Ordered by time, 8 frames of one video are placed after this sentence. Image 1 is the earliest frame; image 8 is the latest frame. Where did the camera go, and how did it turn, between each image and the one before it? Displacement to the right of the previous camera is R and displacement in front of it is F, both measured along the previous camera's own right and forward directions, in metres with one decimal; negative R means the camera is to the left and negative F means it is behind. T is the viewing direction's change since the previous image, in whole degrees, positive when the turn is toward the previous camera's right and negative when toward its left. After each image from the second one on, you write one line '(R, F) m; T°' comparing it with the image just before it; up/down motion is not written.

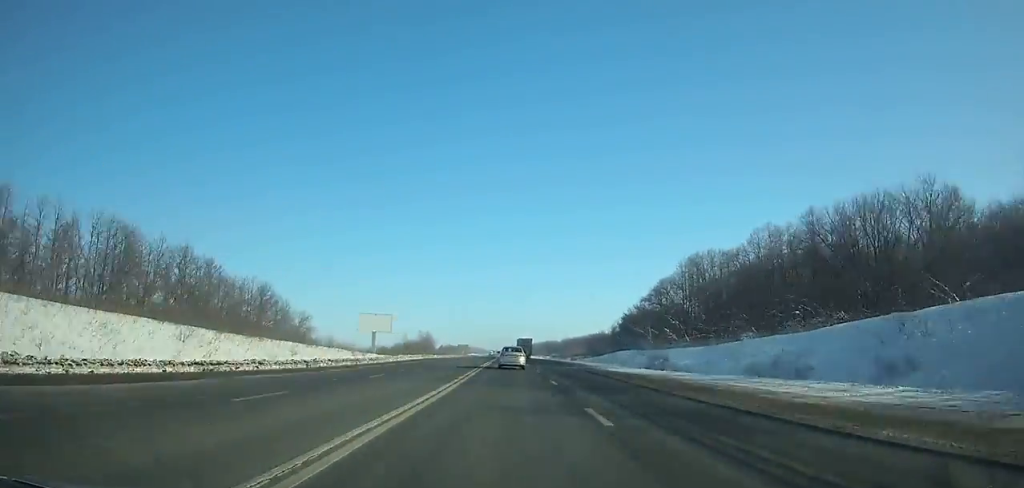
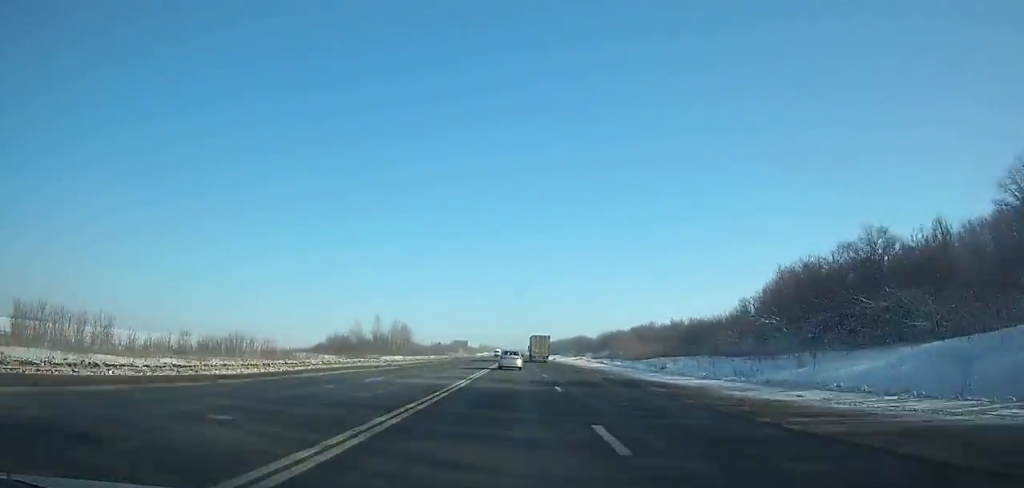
(-1.1, +100.2) m; -1°
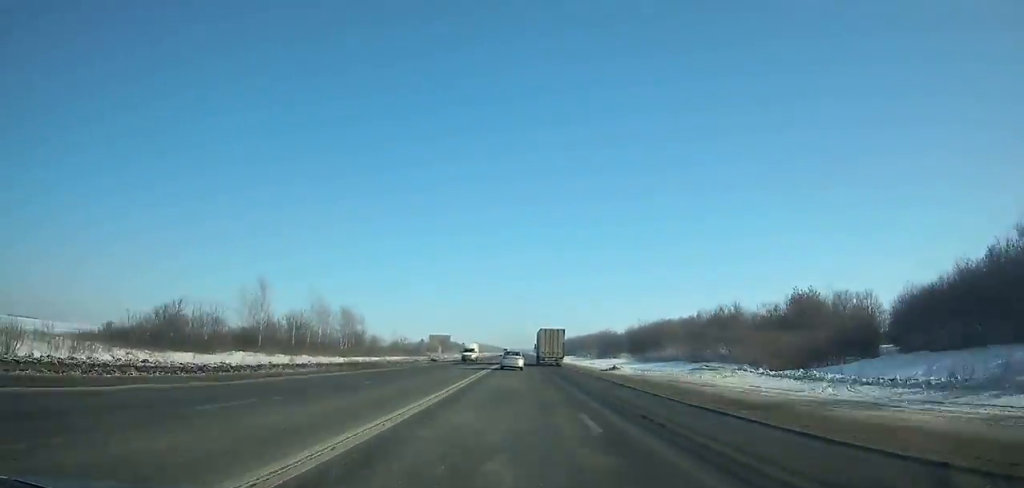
(-0.3, +69.1) m; 0°
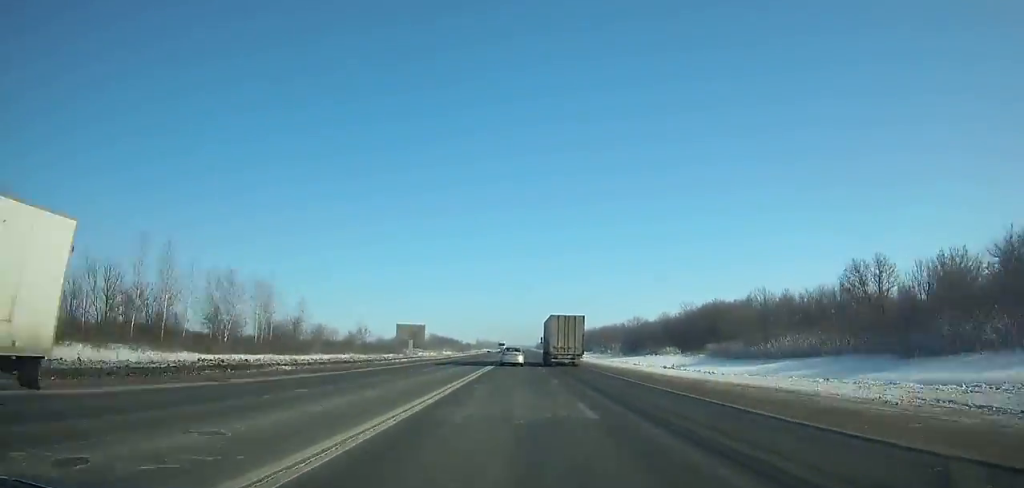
(0.0, +47.5) m; 0°
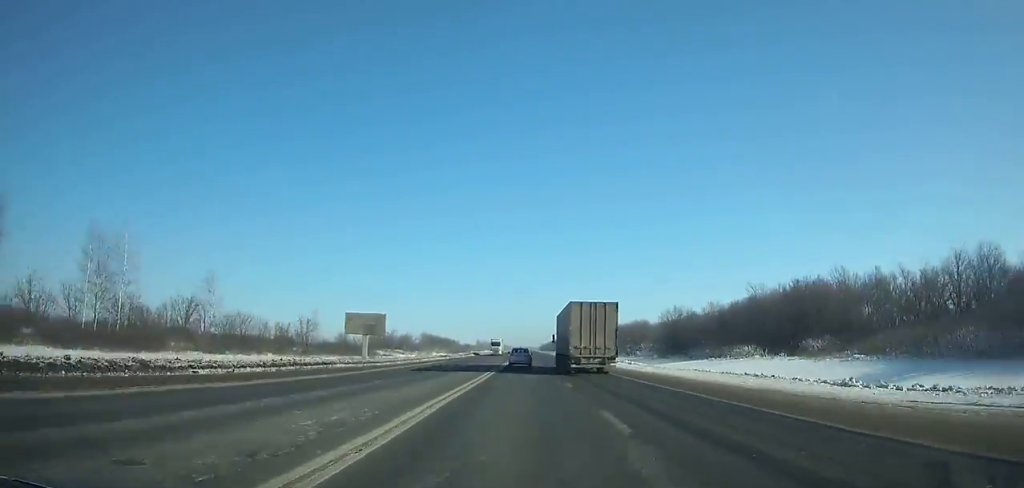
(-0.1, +36.4) m; 0°
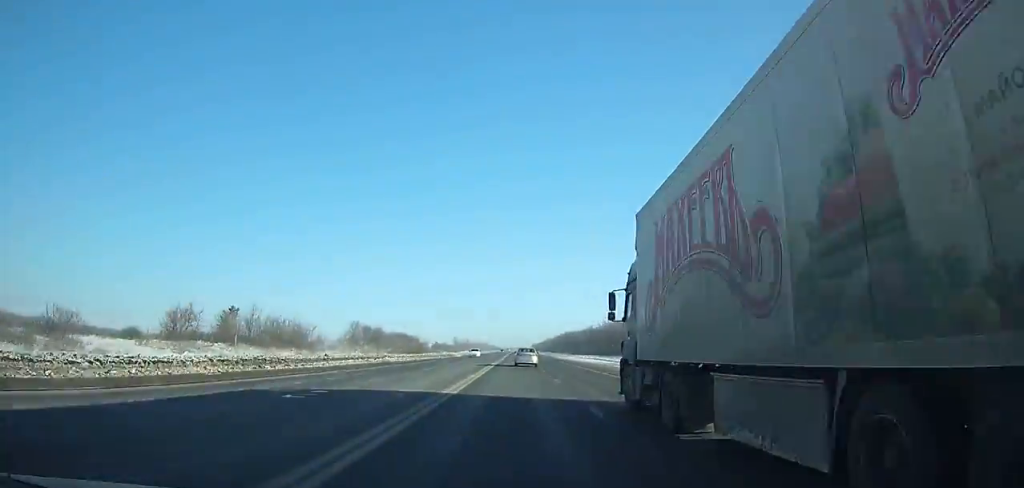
(+0.4, +92.3) m; 0°
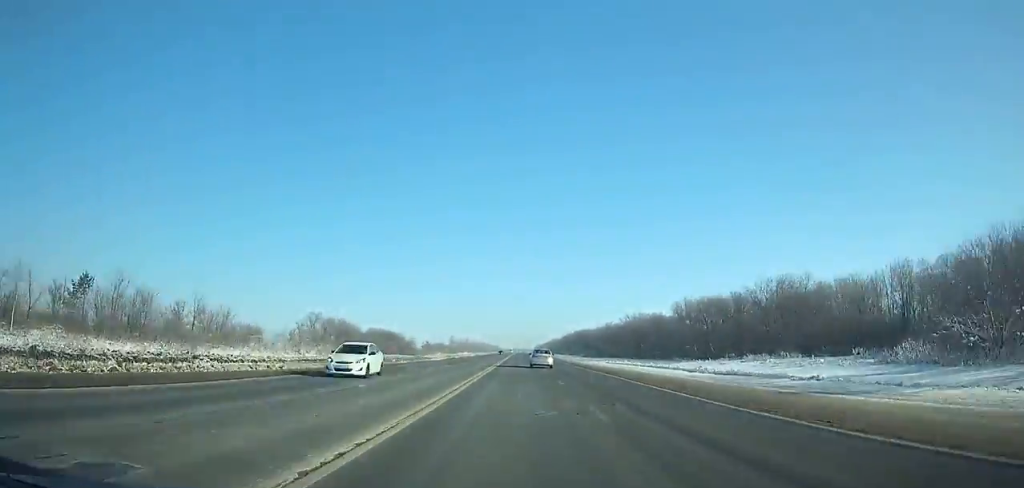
(+0.1, +35.9) m; 0°
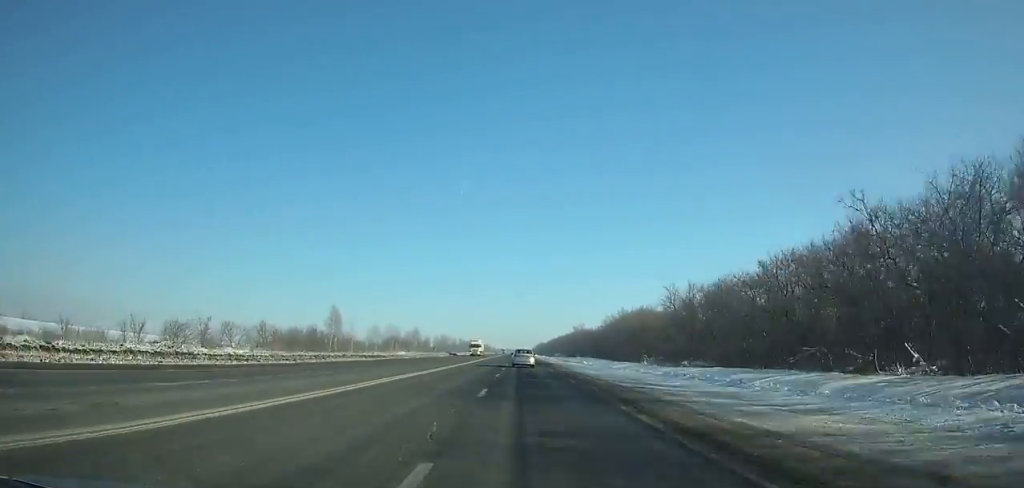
(+0.7, +208.9) m; 0°
